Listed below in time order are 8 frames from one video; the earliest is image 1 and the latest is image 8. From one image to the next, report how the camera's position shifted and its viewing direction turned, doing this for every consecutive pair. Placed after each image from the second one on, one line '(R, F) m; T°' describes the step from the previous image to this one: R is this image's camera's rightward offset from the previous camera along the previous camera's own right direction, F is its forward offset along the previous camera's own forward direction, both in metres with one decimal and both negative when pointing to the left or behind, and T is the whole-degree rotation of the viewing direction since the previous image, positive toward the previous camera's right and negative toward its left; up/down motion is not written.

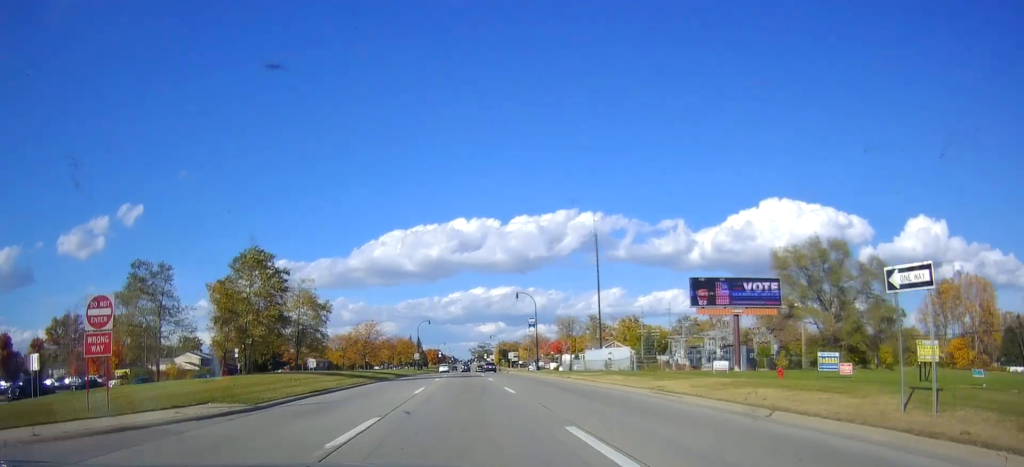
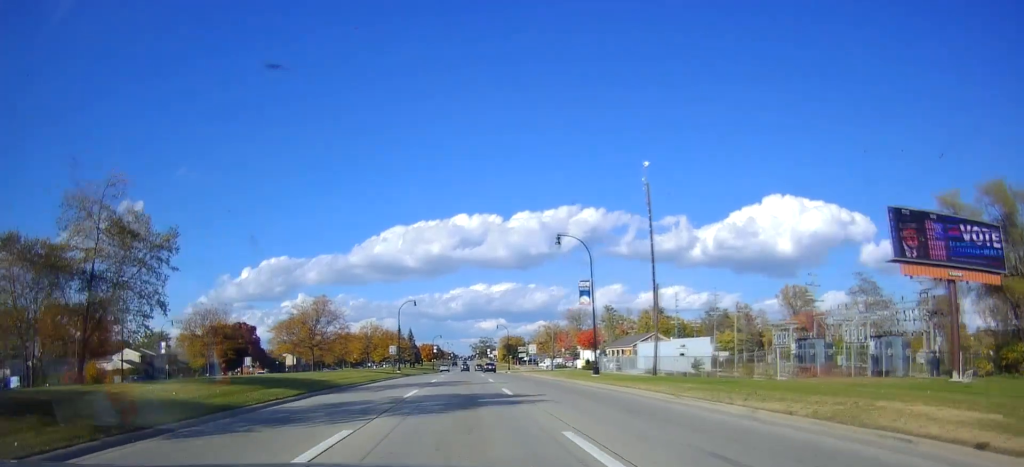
(-0.3, +31.4) m; +1°
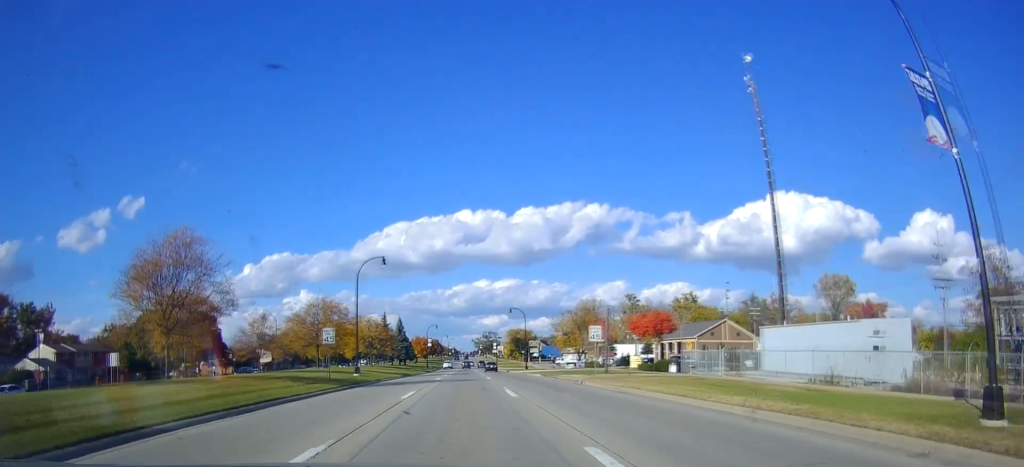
(+1.0, +31.5) m; +1°
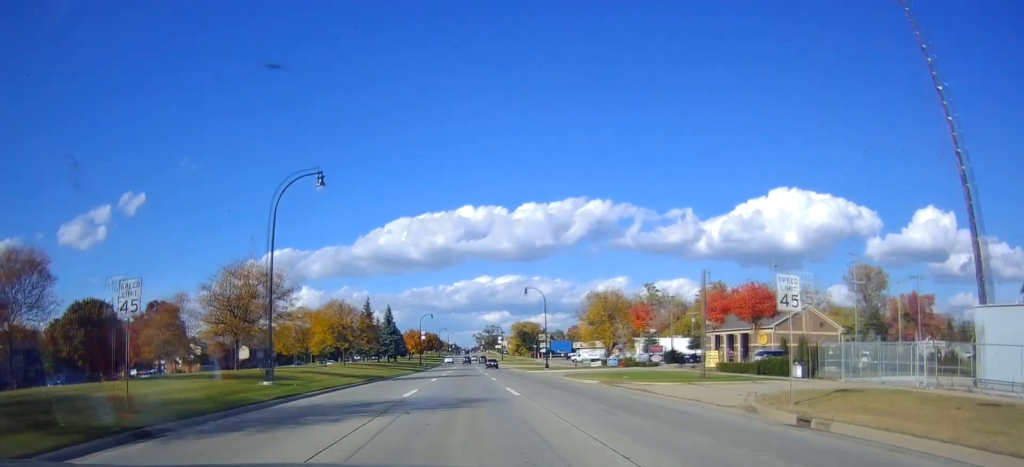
(-0.4, +21.6) m; 0°
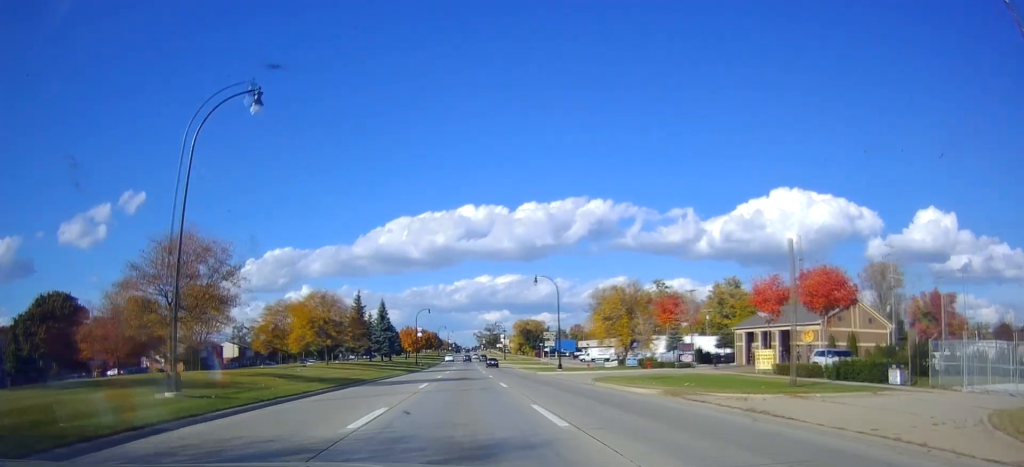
(+0.2, +9.2) m; +1°
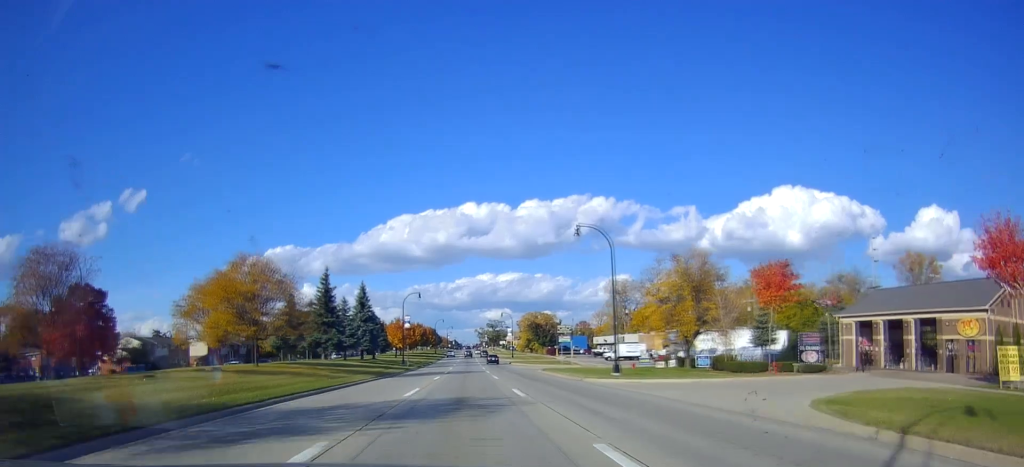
(+0.3, +21.7) m; -1°
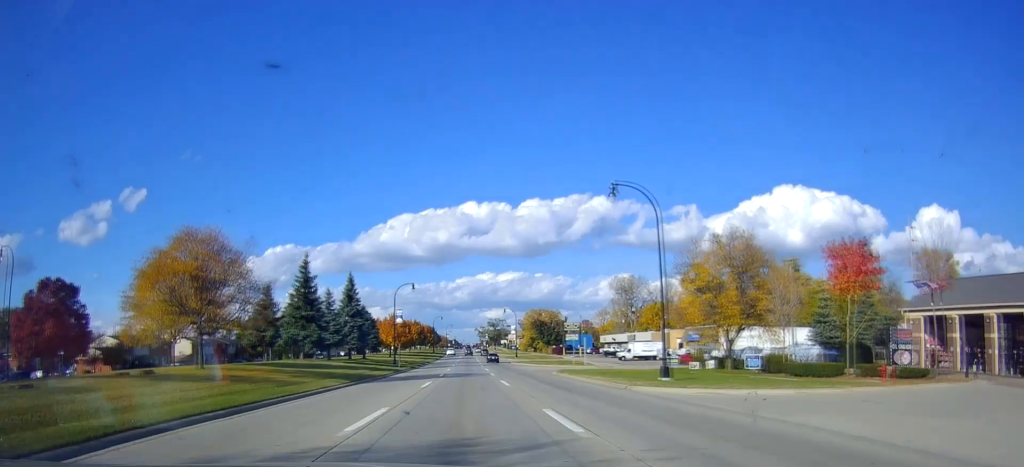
(+0.2, +9.2) m; -1°
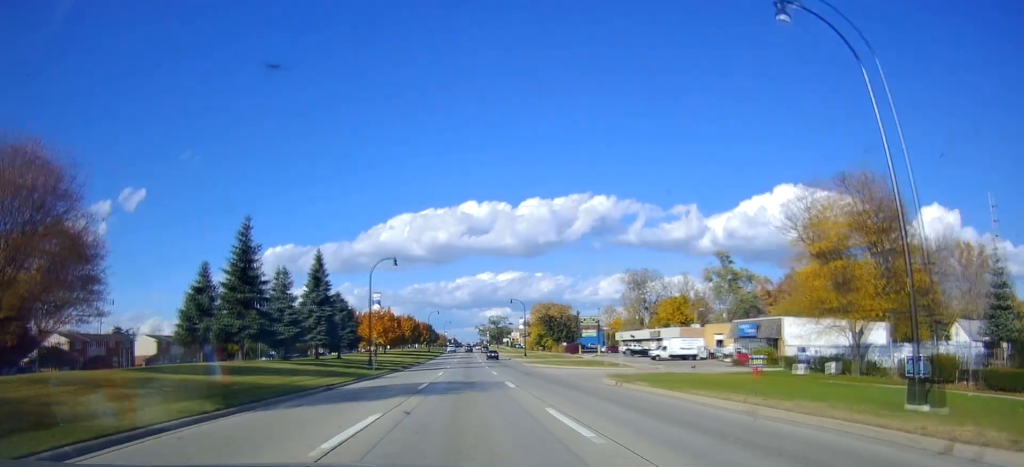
(-0.7, +17.0) m; 0°
